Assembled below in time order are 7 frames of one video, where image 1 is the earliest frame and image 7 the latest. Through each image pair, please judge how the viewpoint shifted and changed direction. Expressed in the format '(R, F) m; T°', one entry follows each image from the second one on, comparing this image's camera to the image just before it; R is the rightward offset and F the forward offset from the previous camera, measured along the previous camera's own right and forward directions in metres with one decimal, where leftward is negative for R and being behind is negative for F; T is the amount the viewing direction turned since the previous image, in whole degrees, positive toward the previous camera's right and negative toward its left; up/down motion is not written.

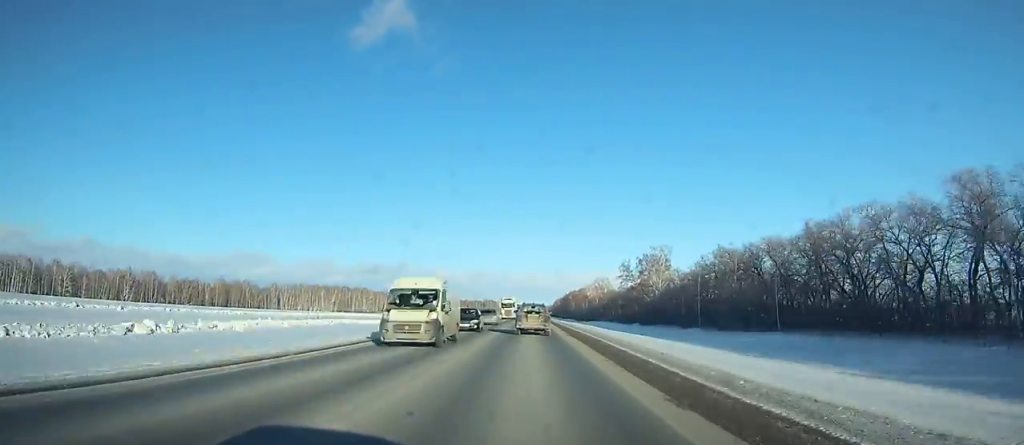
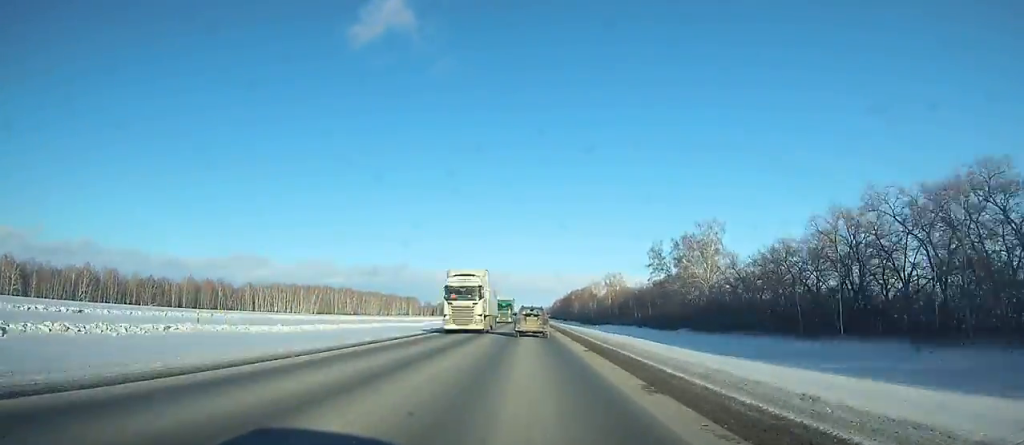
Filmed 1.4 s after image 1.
(+0.1, +36.4) m; 0°
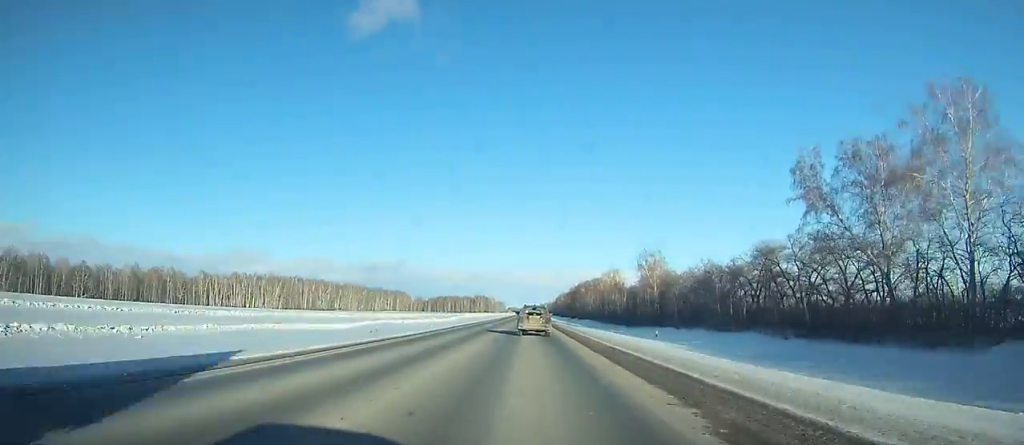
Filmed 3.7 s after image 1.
(+0.1, +60.1) m; 0°
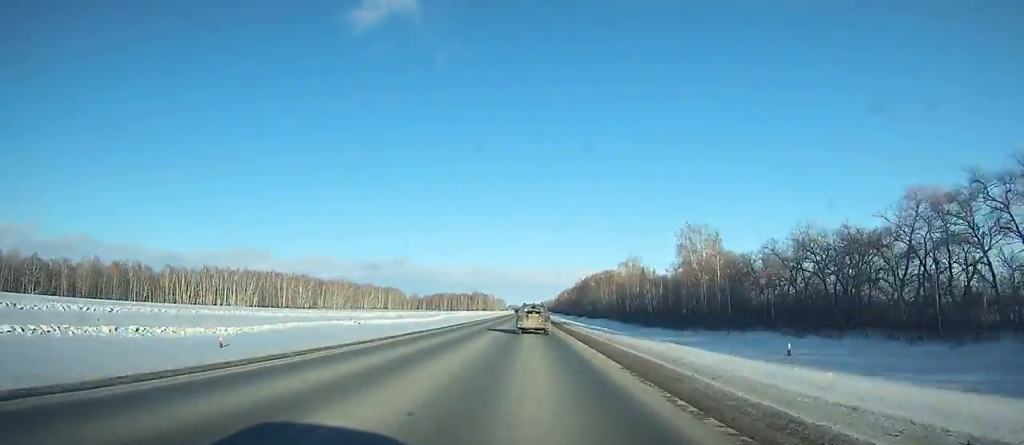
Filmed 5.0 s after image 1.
(+0.1, +34.3) m; 0°
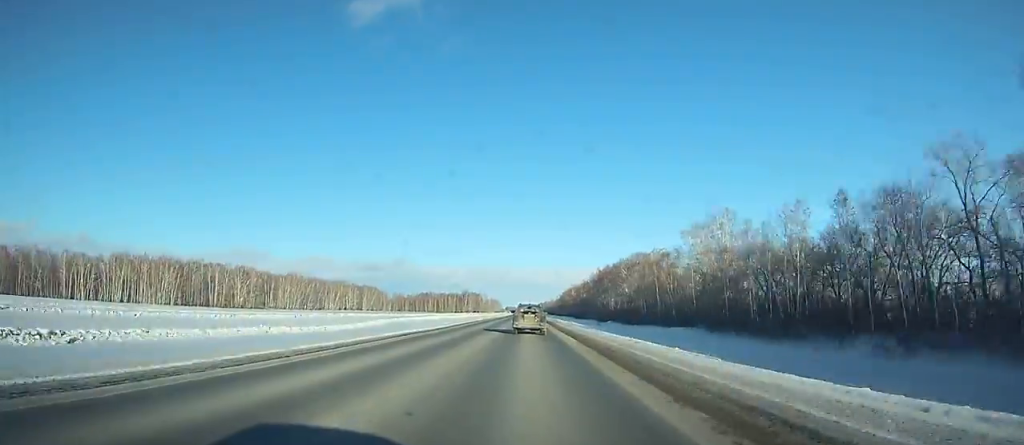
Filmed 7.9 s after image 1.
(+0.1, +77.5) m; 0°
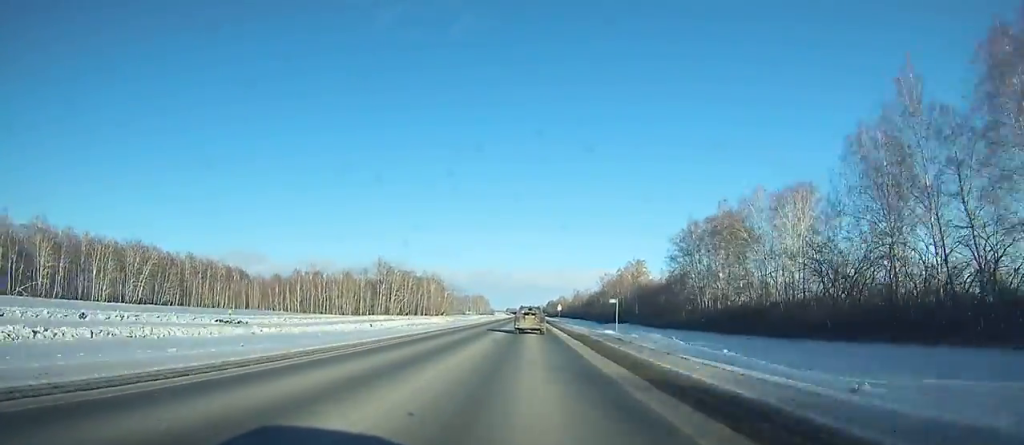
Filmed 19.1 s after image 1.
(+0.4, +320.1) m; 0°
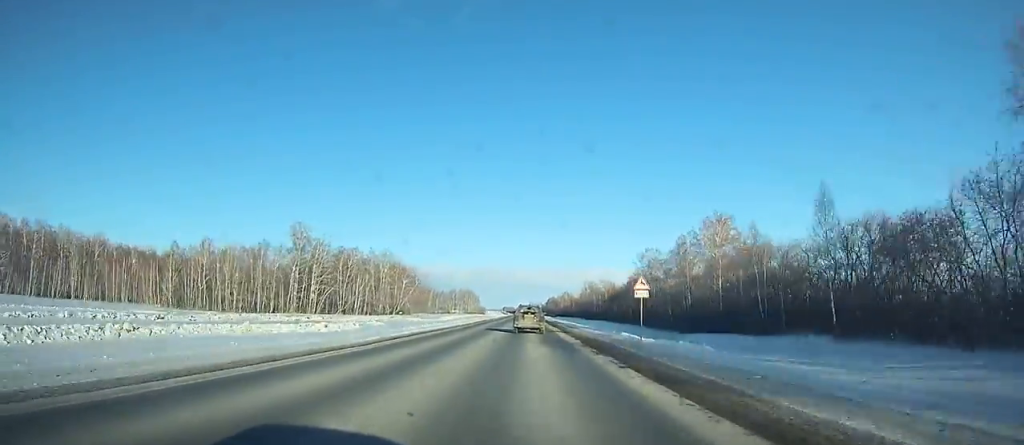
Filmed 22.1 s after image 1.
(-0.2, +85.9) m; 0°
